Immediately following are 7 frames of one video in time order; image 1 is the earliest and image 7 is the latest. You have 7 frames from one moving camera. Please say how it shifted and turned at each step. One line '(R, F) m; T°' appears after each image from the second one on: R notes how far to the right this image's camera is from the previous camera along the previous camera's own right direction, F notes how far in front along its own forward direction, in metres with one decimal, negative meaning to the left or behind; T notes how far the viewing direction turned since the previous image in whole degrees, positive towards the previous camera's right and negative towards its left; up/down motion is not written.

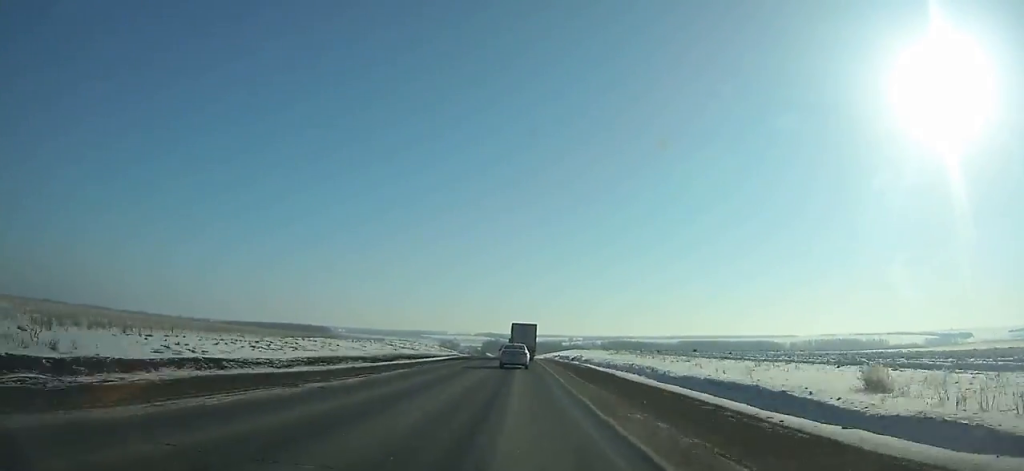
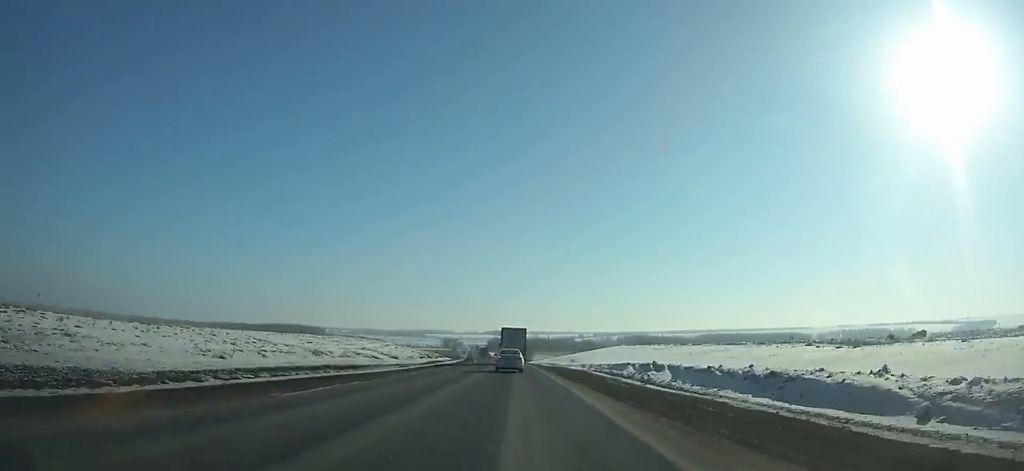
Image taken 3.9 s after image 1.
(-0.4, +81.7) m; -1°
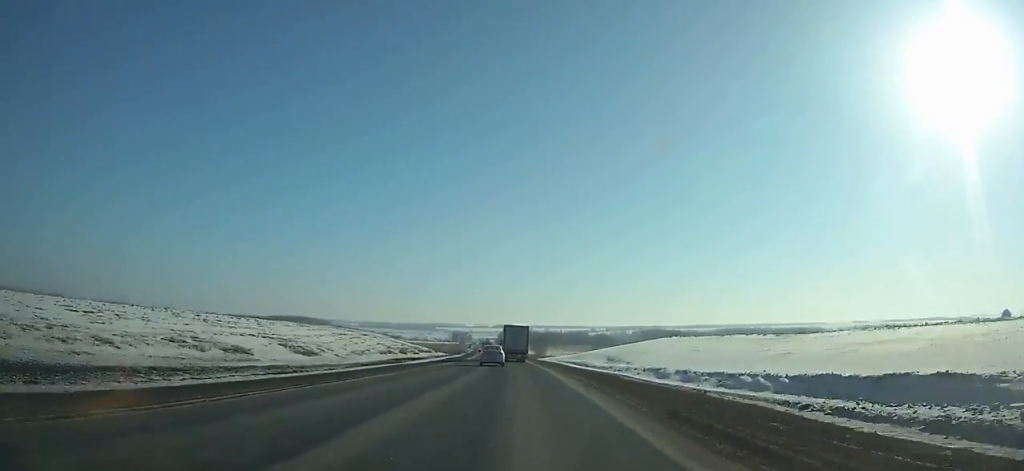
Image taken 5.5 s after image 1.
(0.0, +34.0) m; -1°
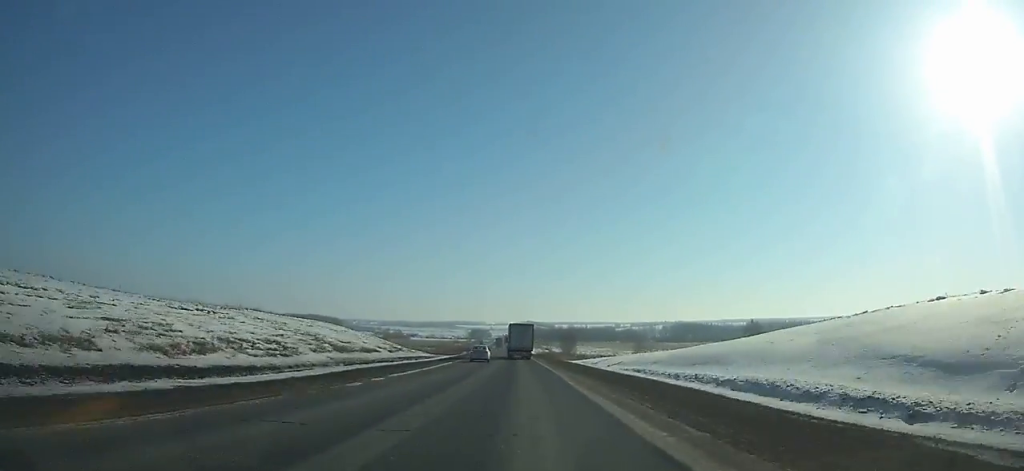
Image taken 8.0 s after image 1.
(-1.2, +54.9) m; -2°
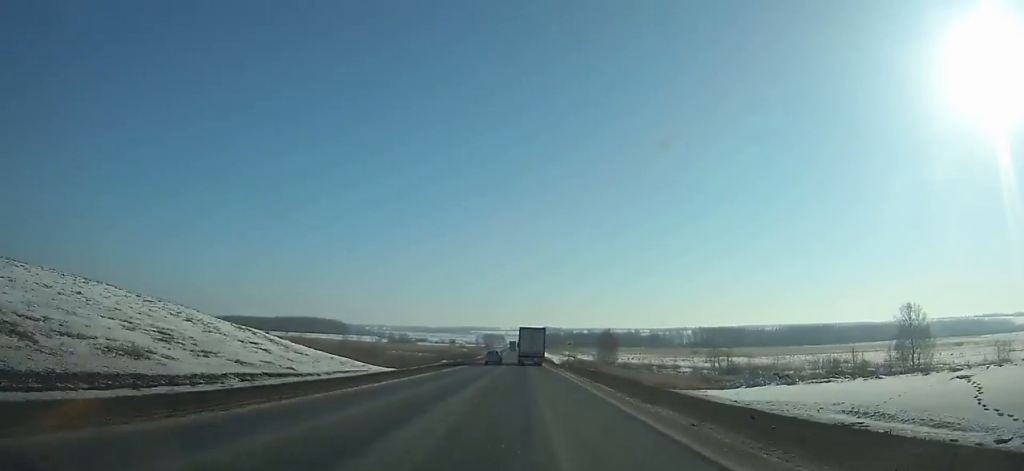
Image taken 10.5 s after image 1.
(-0.7, +56.2) m; -1°
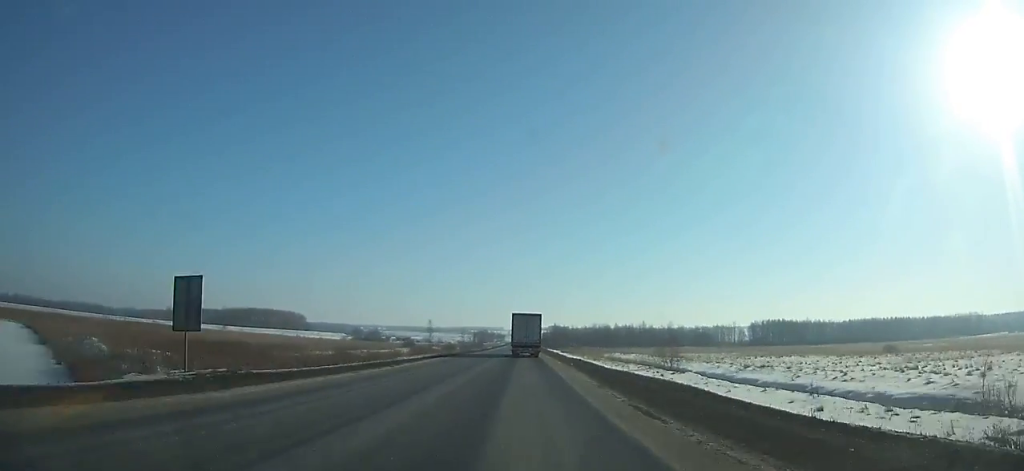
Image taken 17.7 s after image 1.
(-0.9, +161.6) m; 0°
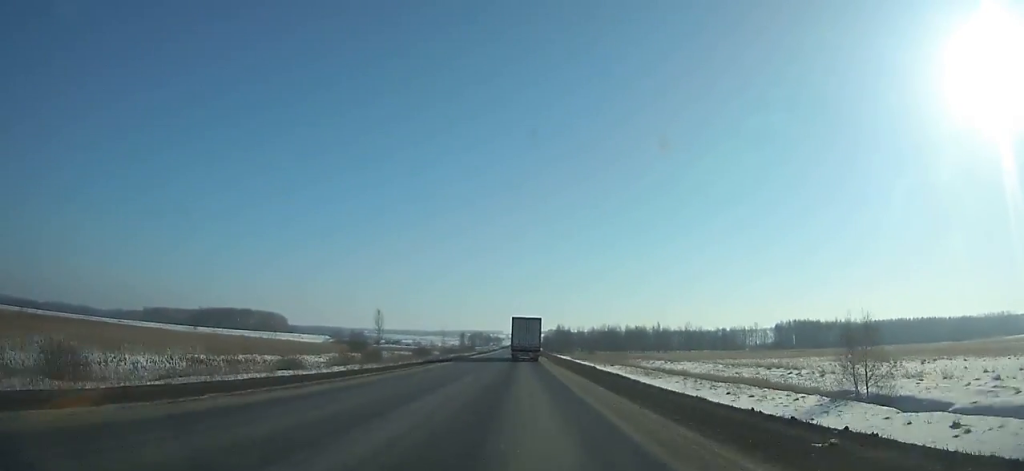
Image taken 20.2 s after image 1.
(0.0, +54.7) m; 0°
